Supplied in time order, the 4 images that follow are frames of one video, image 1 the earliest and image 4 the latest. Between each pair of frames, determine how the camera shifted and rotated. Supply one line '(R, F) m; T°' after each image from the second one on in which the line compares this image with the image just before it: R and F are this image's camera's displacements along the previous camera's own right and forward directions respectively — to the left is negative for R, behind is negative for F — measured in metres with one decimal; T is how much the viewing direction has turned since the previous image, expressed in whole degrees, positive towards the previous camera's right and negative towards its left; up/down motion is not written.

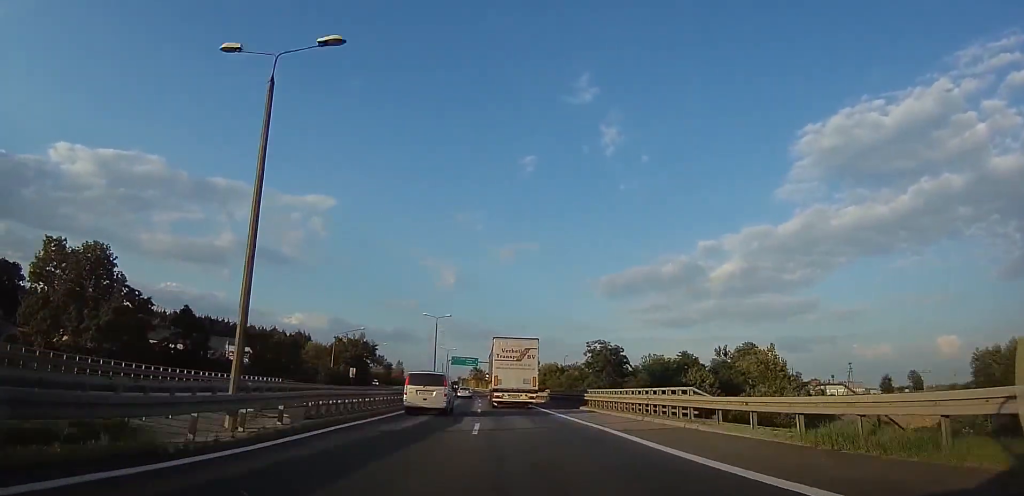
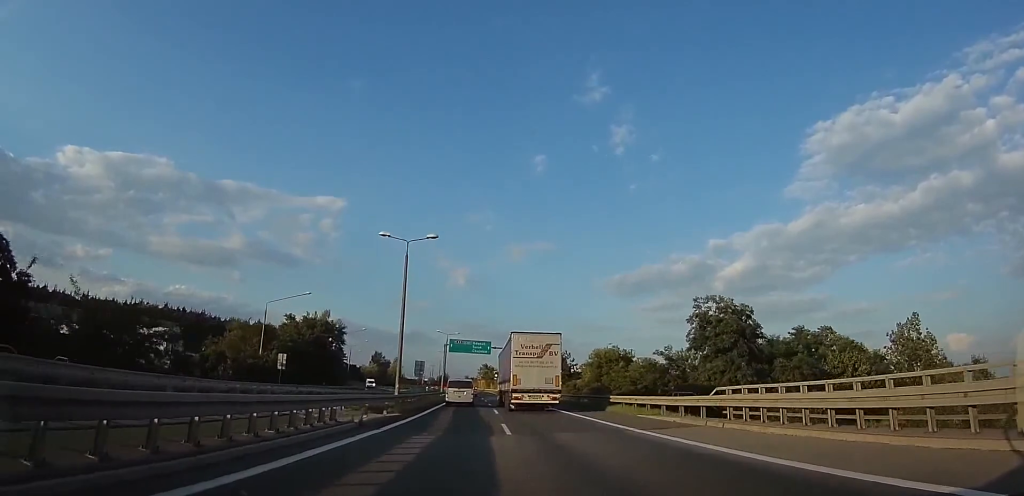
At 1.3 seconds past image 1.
(-1.4, +35.6) m; -2°
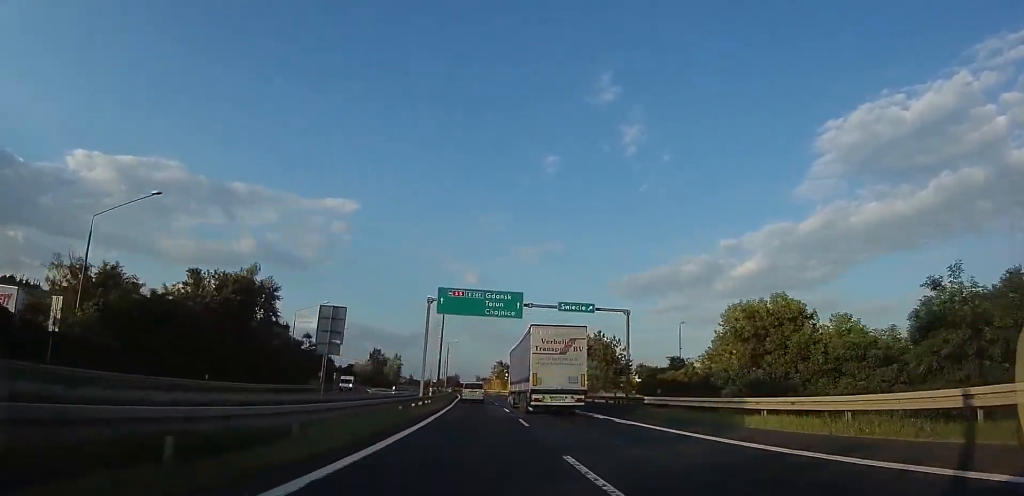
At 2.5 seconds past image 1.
(0.0, +32.2) m; 0°
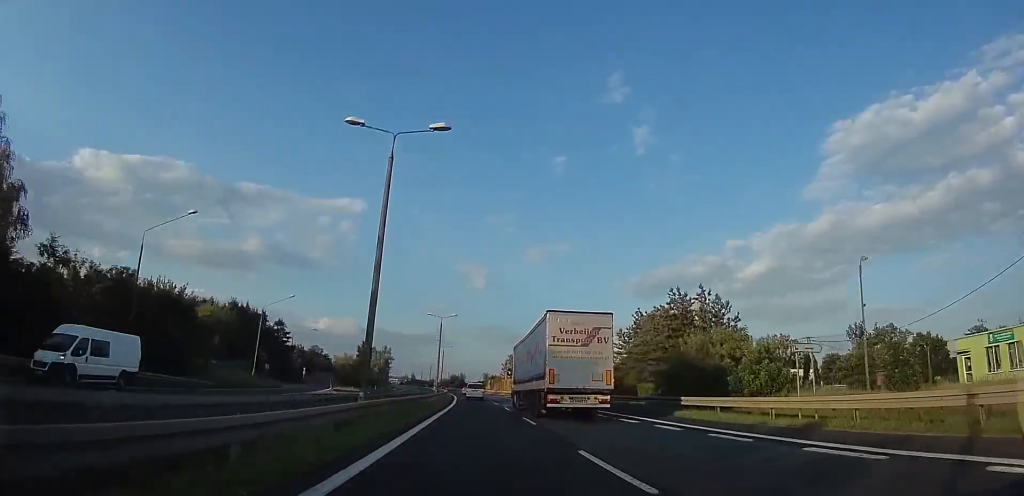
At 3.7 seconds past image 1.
(-0.5, +35.1) m; -4°
